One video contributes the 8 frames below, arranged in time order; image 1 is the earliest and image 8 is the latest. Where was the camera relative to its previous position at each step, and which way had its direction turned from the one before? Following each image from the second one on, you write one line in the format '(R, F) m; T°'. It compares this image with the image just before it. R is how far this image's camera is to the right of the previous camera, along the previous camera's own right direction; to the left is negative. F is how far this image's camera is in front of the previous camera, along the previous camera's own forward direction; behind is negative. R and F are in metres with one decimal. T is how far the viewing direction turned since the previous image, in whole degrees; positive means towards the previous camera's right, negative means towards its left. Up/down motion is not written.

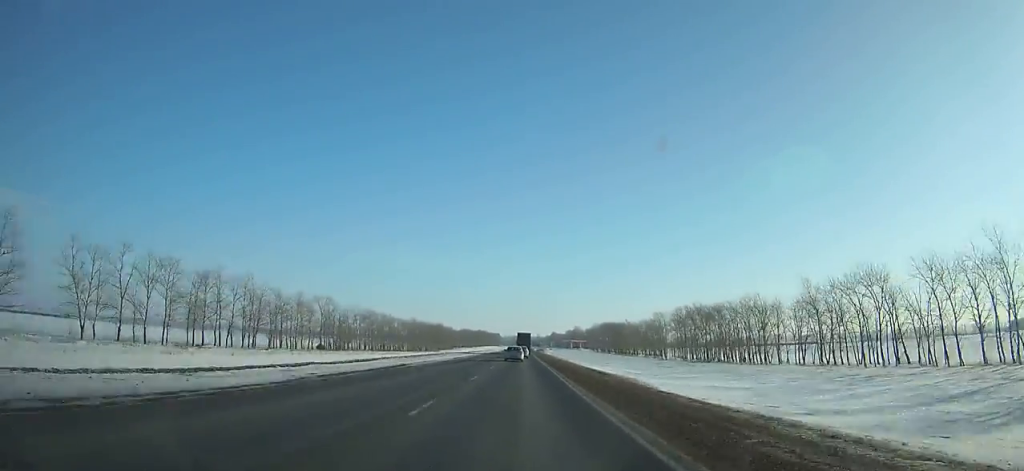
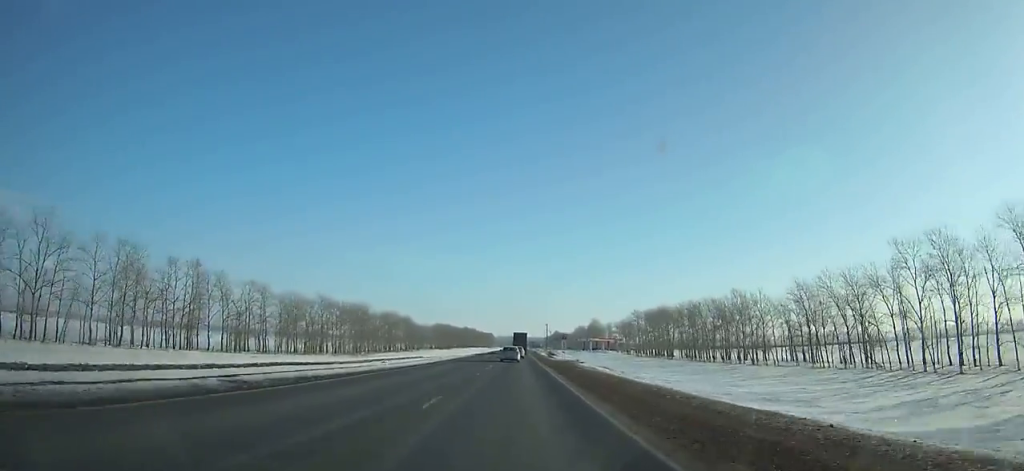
(+0.8, +127.9) m; 0°
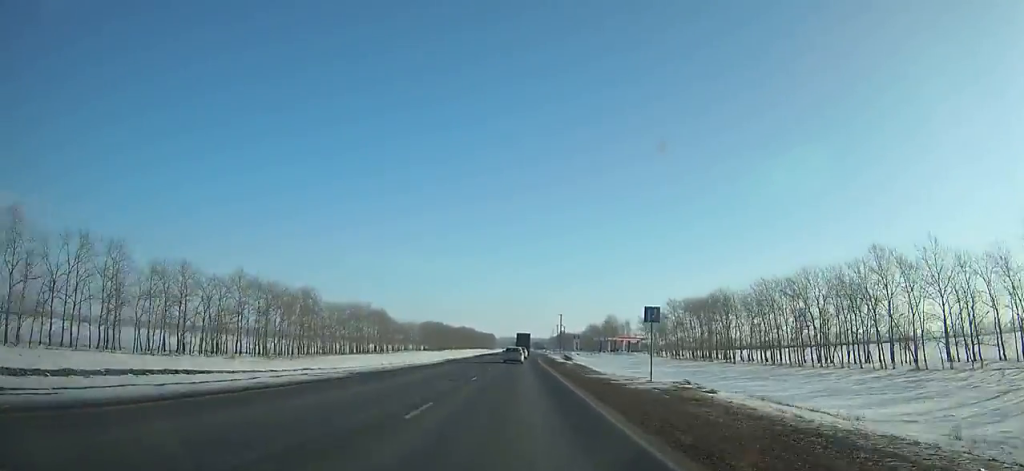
(0.0, +49.2) m; 0°
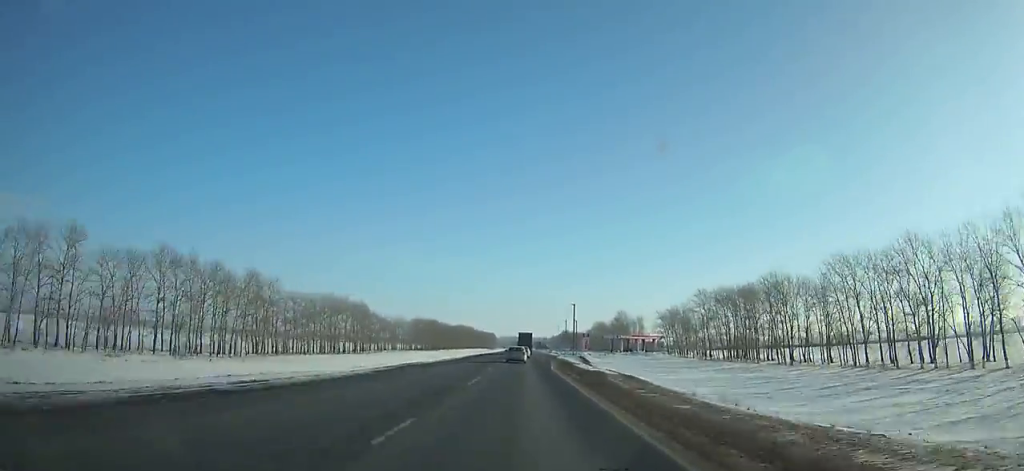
(0.0, +26.9) m; 0°
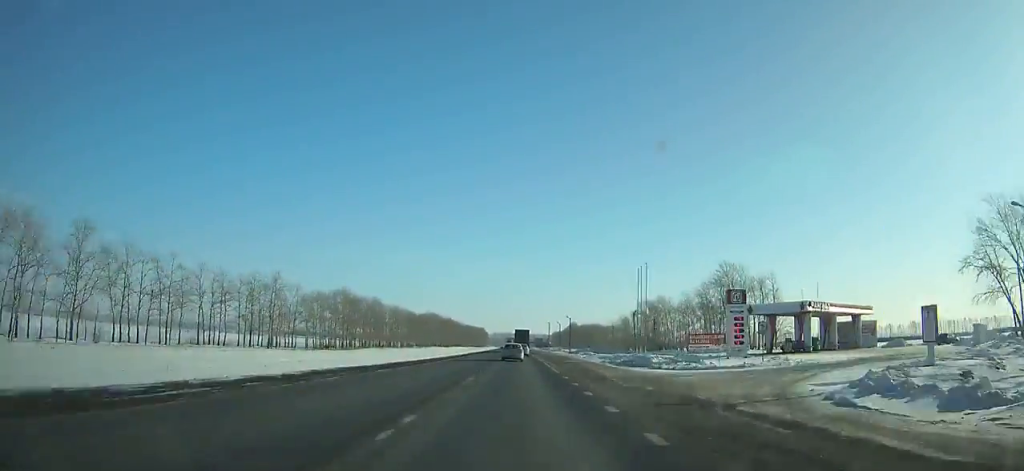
(+0.1, +136.2) m; 0°
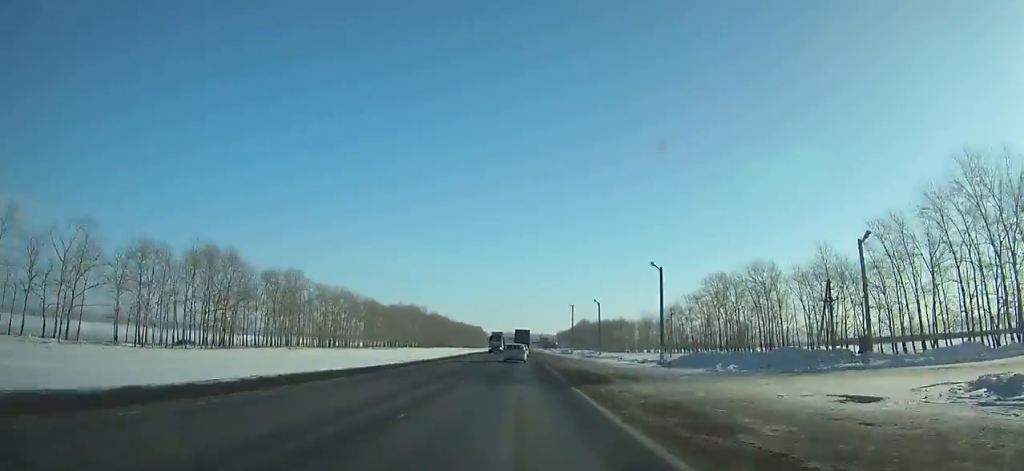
(-0.1, +70.4) m; 0°
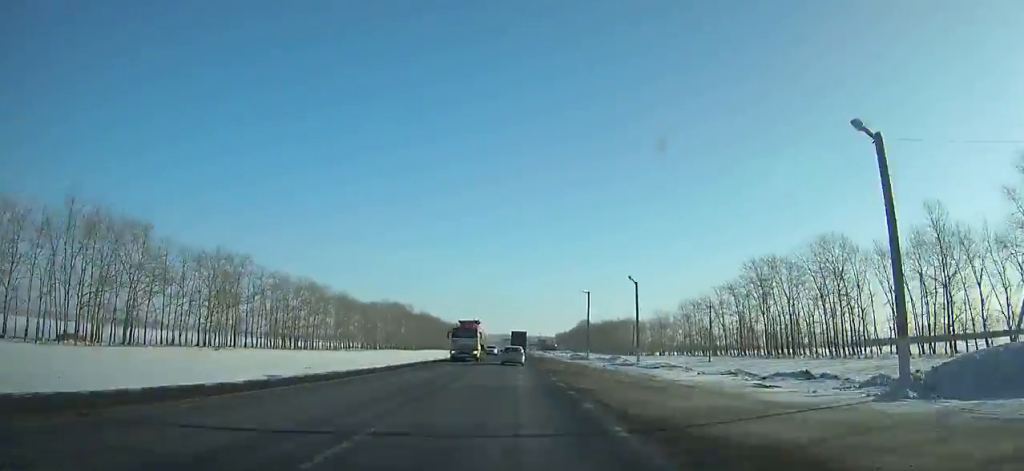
(-0.1, +25.0) m; 0°
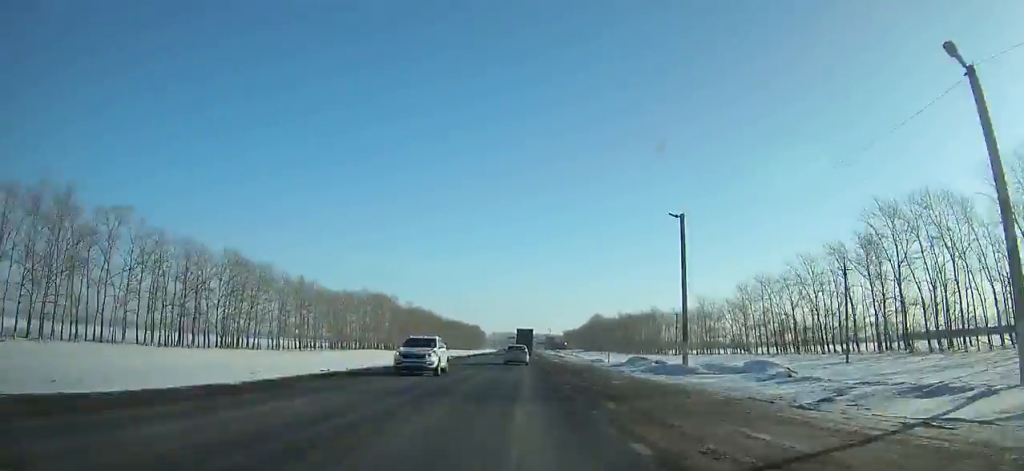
(0.0, +36.6) m; 0°
